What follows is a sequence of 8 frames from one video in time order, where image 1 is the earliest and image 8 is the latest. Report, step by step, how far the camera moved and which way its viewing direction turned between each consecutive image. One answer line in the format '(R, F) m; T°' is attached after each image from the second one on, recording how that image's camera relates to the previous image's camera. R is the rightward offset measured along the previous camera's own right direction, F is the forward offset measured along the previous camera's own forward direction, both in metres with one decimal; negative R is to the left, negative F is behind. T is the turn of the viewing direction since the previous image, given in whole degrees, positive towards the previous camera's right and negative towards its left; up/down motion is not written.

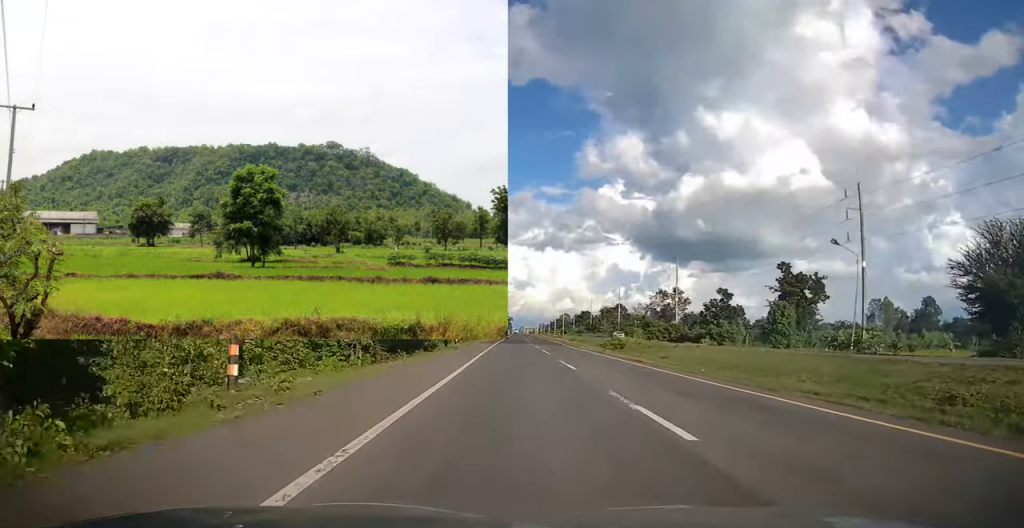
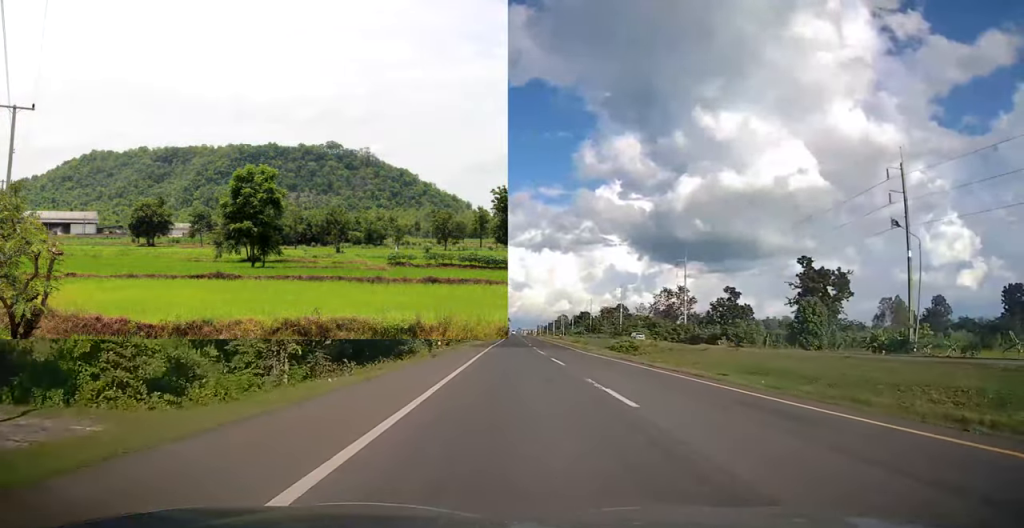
(0.0, +9.0) m; 0°
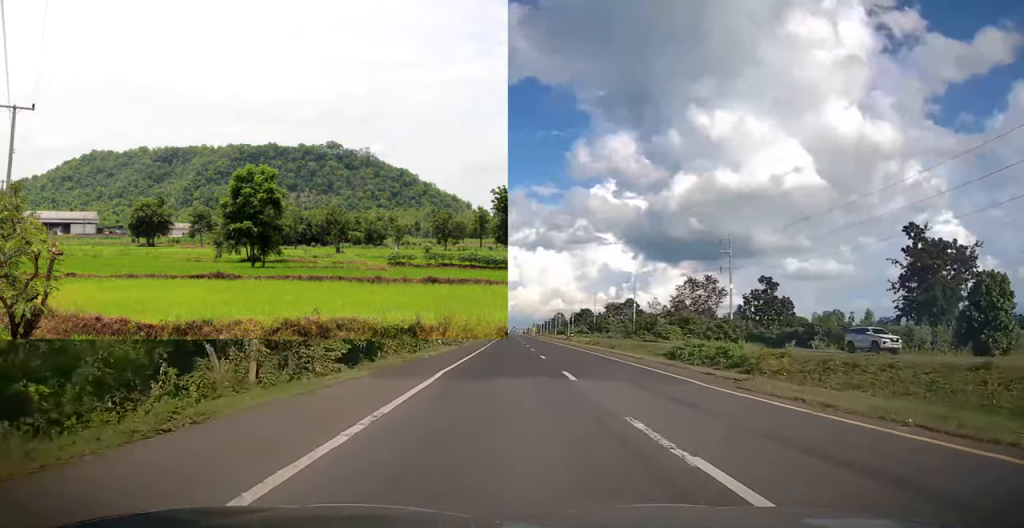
(0.0, +30.5) m; 0°
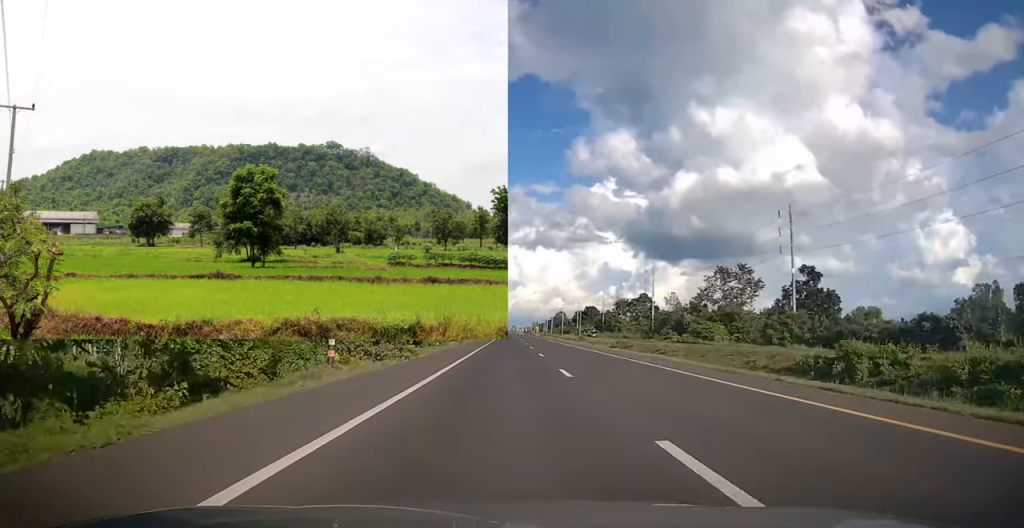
(+0.1, +23.2) m; 0°
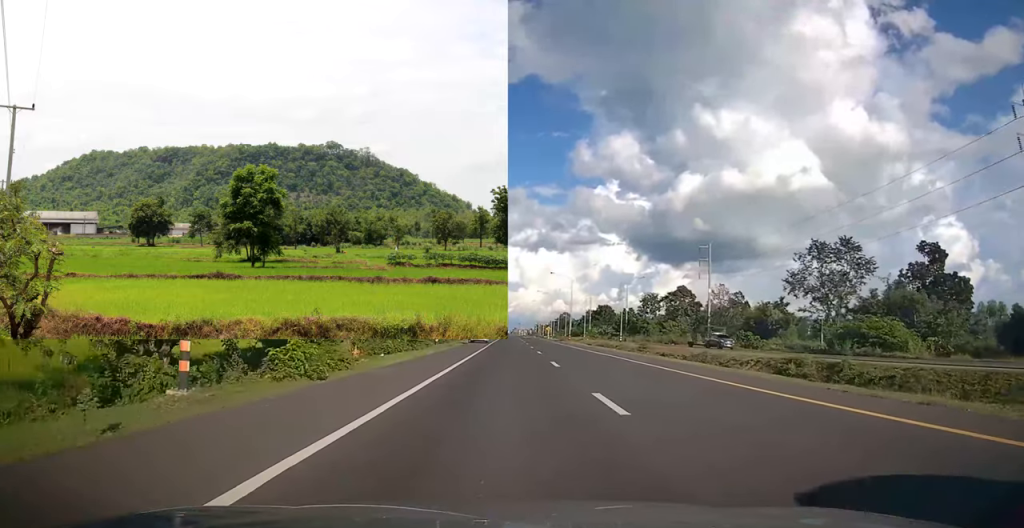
(0.0, +43.2) m; 0°
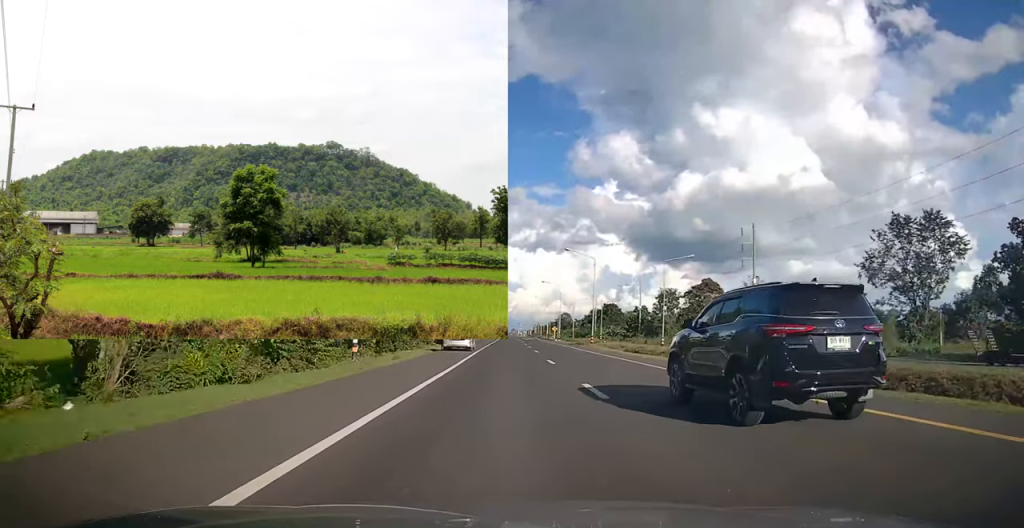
(0.0, +21.9) m; 0°
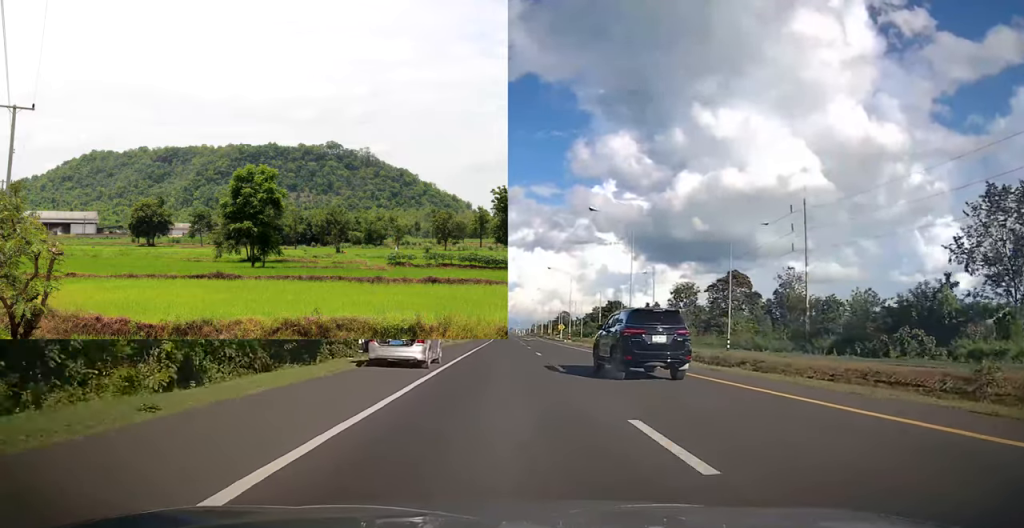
(0.0, +17.5) m; 0°
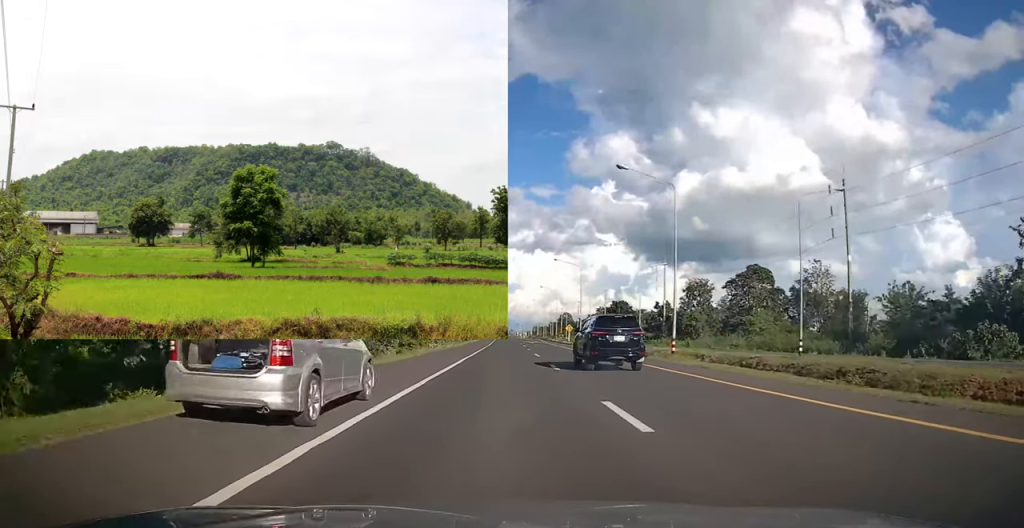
(0.0, +9.9) m; 0°
